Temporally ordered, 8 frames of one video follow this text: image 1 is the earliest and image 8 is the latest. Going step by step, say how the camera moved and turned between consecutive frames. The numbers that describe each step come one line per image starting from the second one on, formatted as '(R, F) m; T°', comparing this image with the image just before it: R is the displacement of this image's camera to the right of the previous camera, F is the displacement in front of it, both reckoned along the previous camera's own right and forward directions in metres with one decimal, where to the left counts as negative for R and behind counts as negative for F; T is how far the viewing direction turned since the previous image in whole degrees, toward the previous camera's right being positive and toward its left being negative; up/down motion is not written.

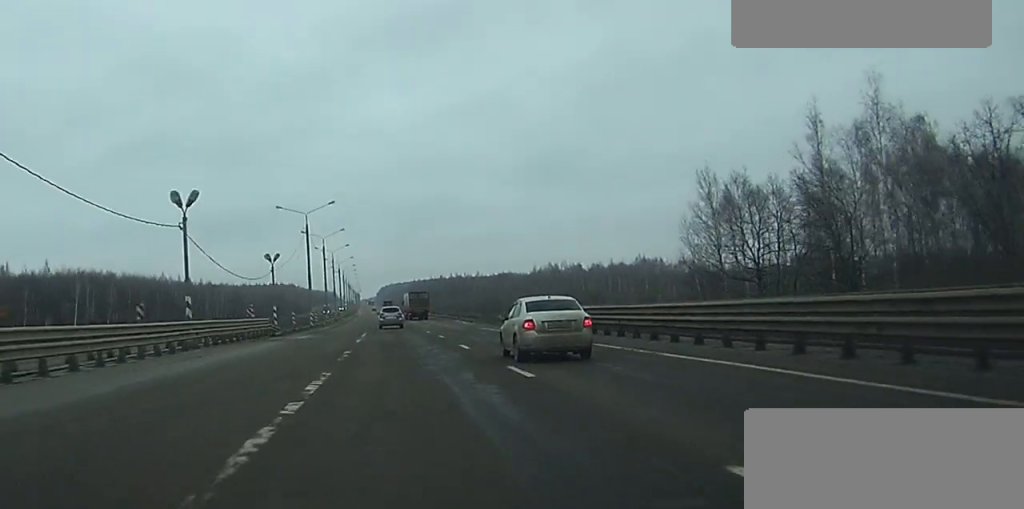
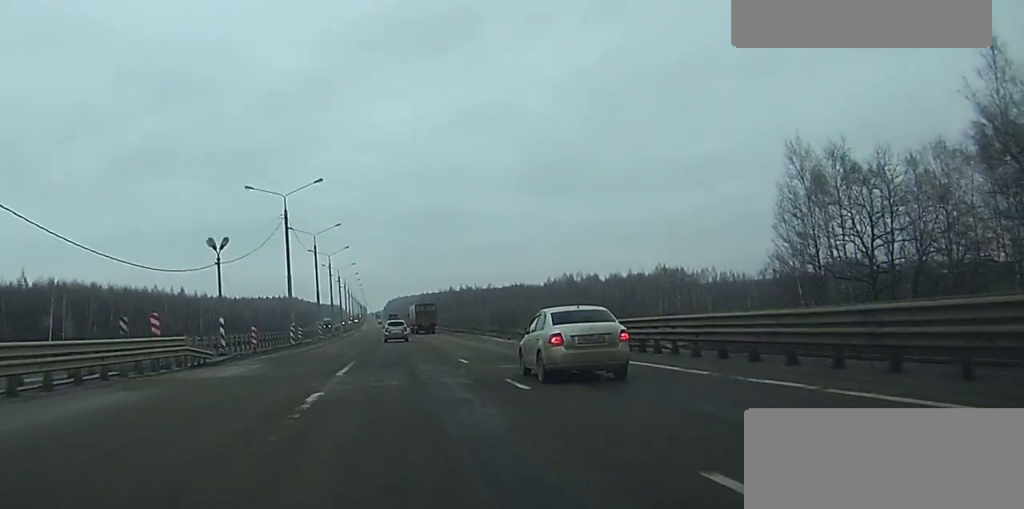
(-0.1, +24.0) m; 0°
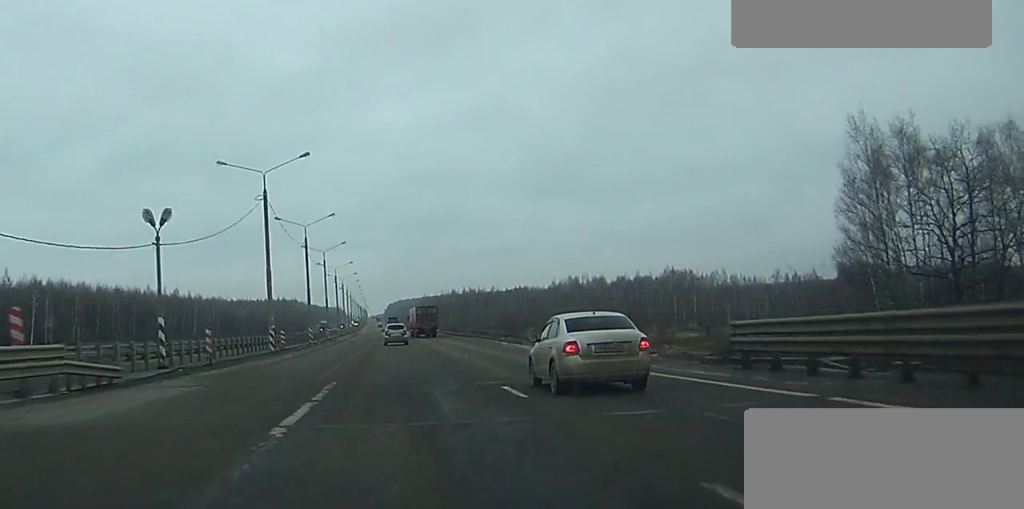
(0.0, +12.4) m; 0°
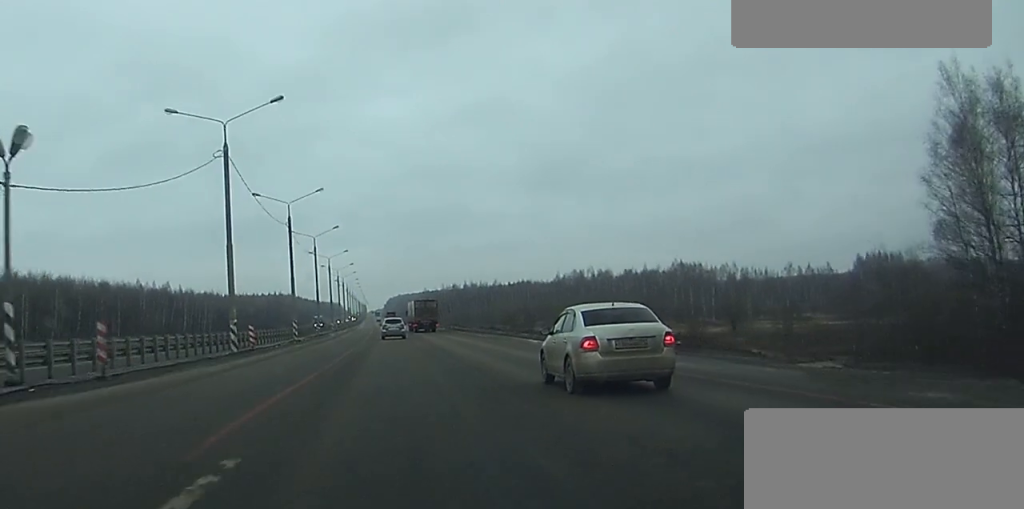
(0.0, +14.1) m; 0°
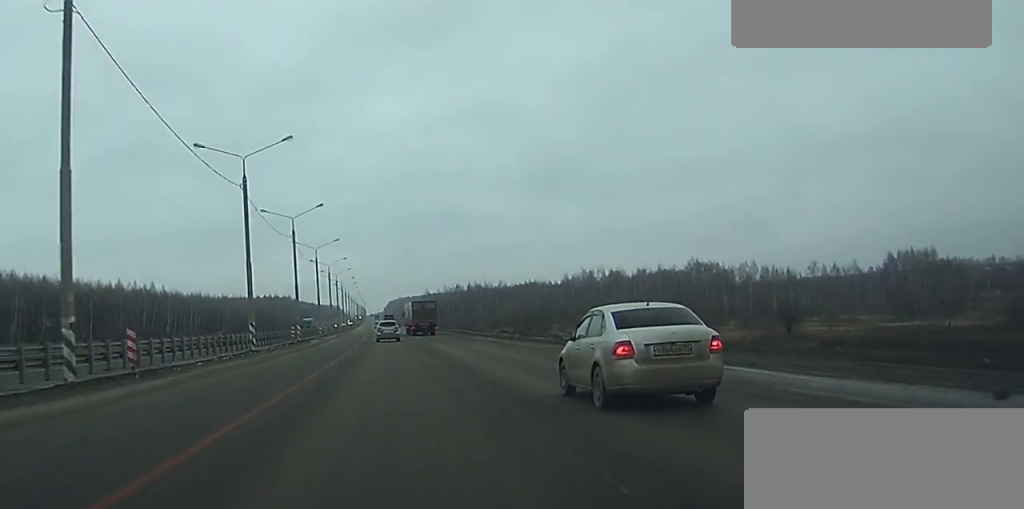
(-0.1, +23.7) m; 0°
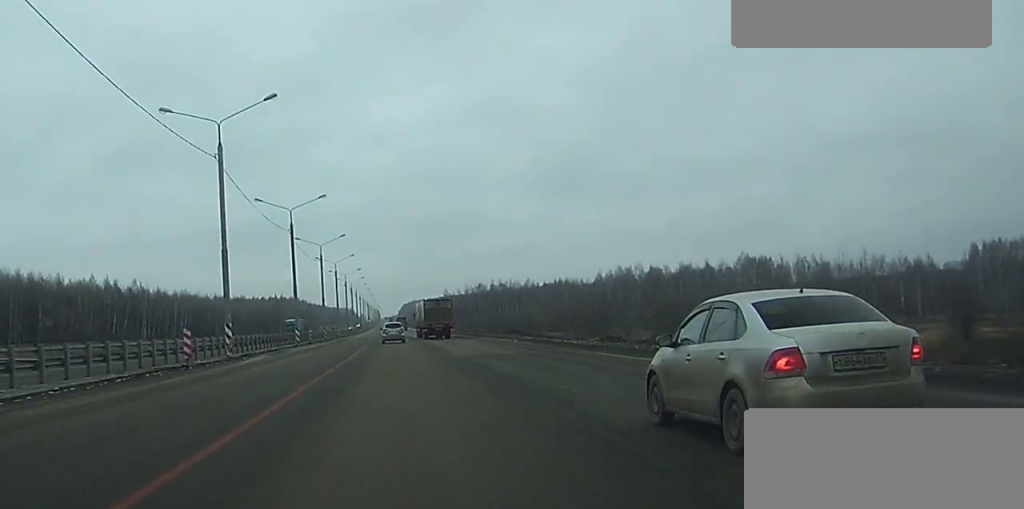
(0.0, +43.7) m; 0°
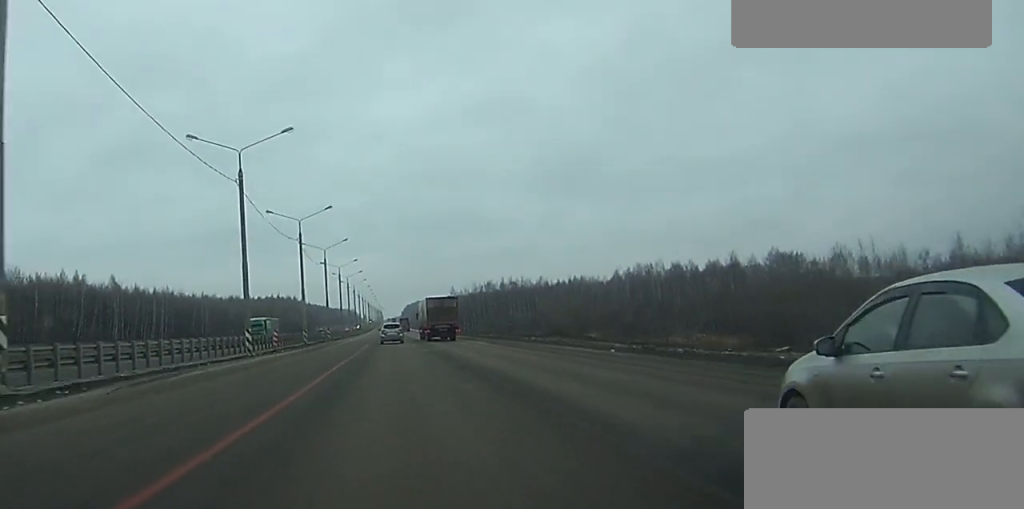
(0.0, +27.0) m; 0°
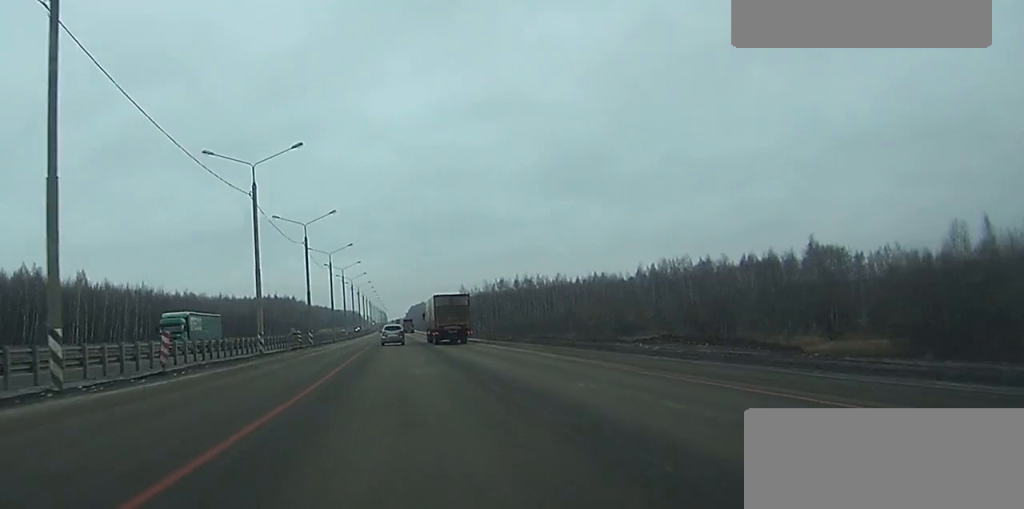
(0.0, +29.5) m; 0°
